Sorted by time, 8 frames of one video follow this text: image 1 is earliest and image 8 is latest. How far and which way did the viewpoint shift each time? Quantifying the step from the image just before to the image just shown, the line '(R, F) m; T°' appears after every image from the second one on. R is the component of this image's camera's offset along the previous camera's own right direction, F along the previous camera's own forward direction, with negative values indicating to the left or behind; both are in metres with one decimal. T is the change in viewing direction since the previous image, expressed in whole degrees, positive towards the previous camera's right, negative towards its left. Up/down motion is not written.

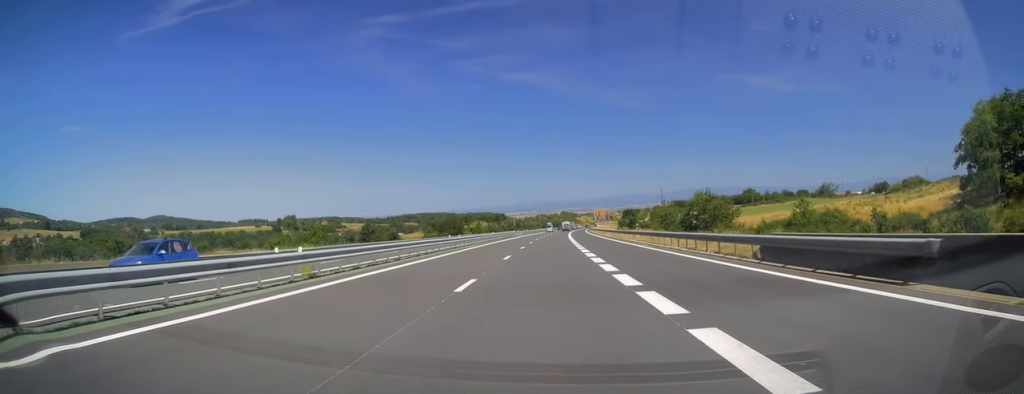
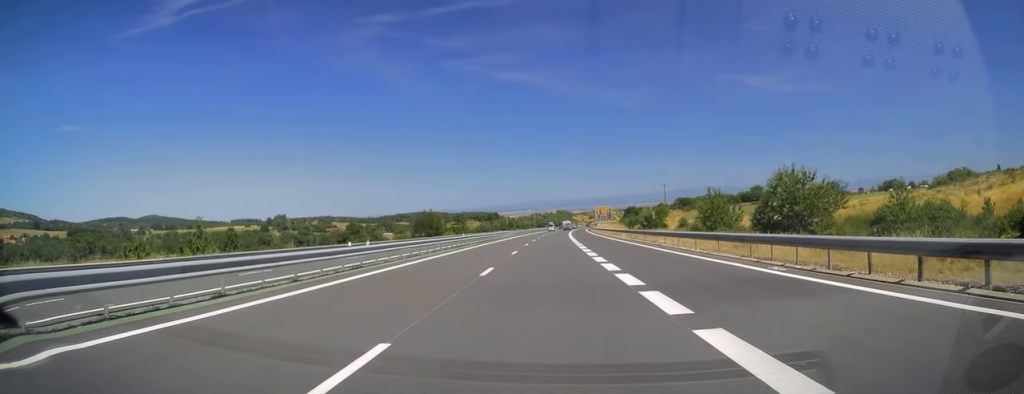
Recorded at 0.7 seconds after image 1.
(+0.2, +22.0) m; +1°
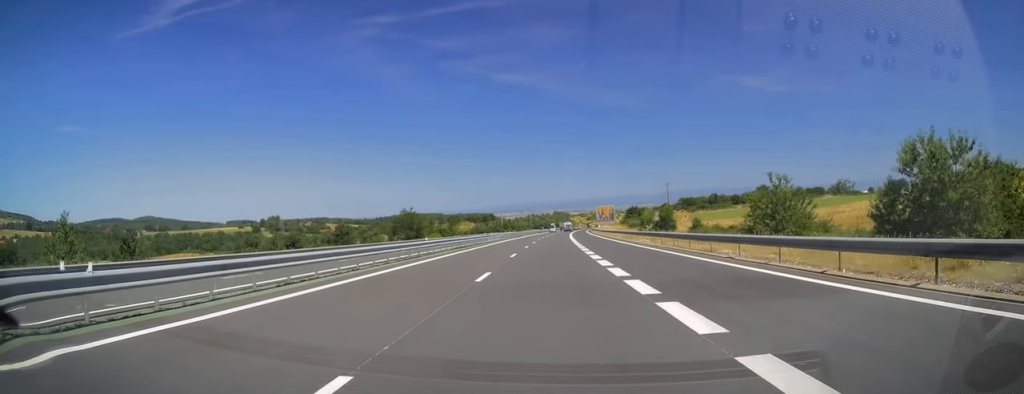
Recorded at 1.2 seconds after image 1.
(+0.1, +14.6) m; 0°
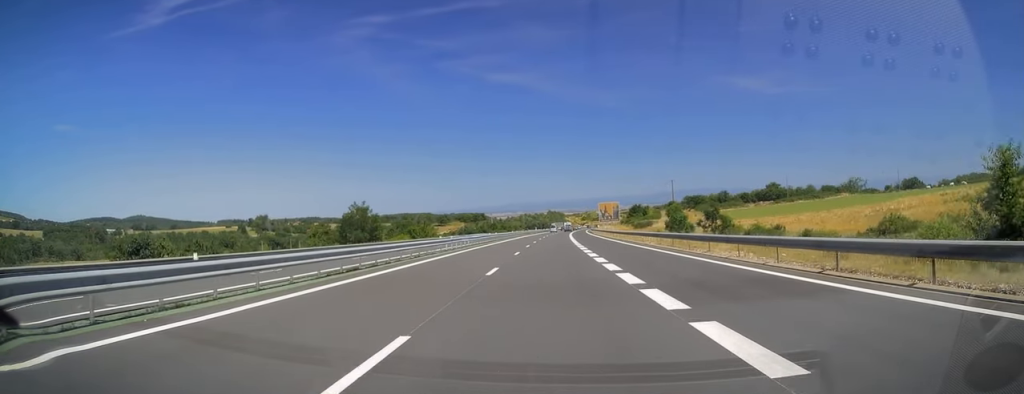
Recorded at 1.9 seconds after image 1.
(0.0, +24.0) m; +1°
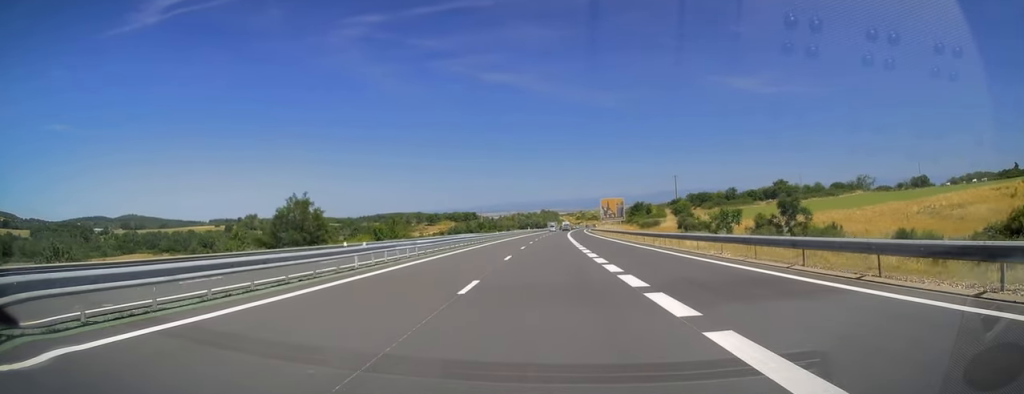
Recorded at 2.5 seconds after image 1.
(+0.1, +18.2) m; 0°
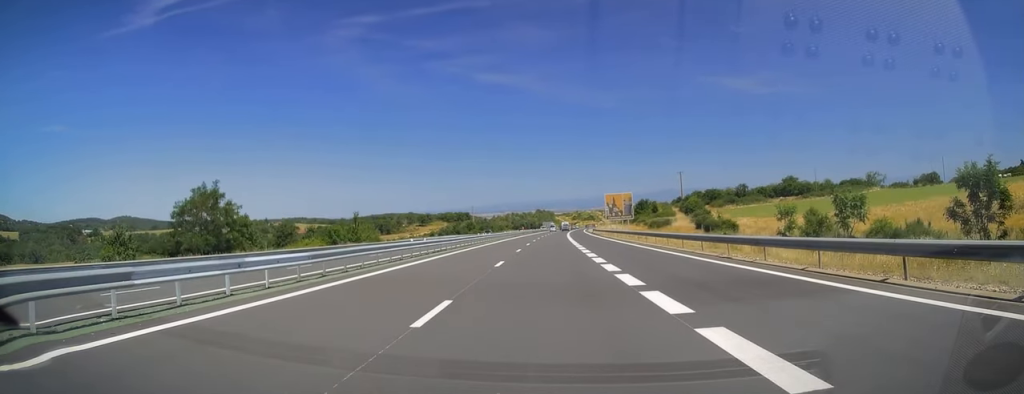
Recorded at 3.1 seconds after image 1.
(+0.2, +17.2) m; 0°
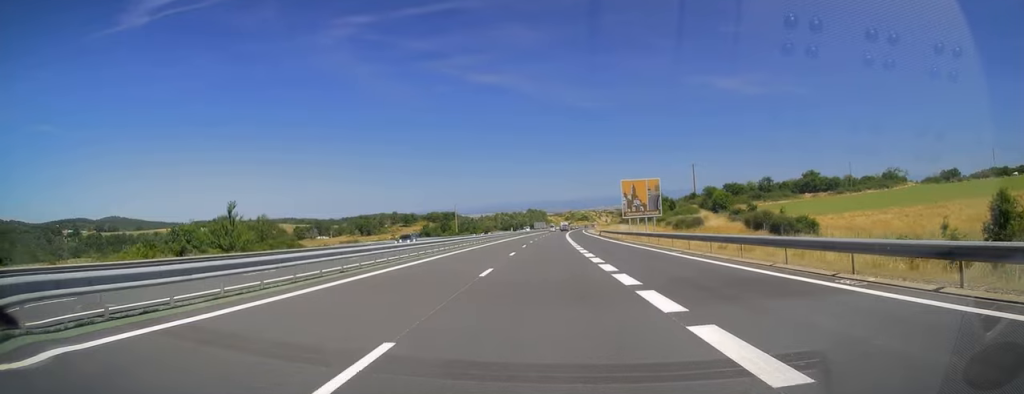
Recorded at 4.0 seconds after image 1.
(+0.1, +30.2) m; 0°
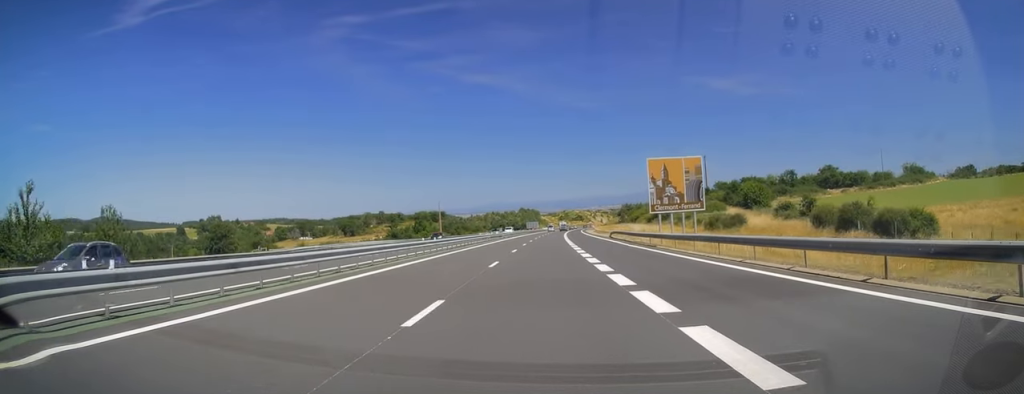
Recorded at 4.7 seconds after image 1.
(0.0, +21.9) m; 0°
